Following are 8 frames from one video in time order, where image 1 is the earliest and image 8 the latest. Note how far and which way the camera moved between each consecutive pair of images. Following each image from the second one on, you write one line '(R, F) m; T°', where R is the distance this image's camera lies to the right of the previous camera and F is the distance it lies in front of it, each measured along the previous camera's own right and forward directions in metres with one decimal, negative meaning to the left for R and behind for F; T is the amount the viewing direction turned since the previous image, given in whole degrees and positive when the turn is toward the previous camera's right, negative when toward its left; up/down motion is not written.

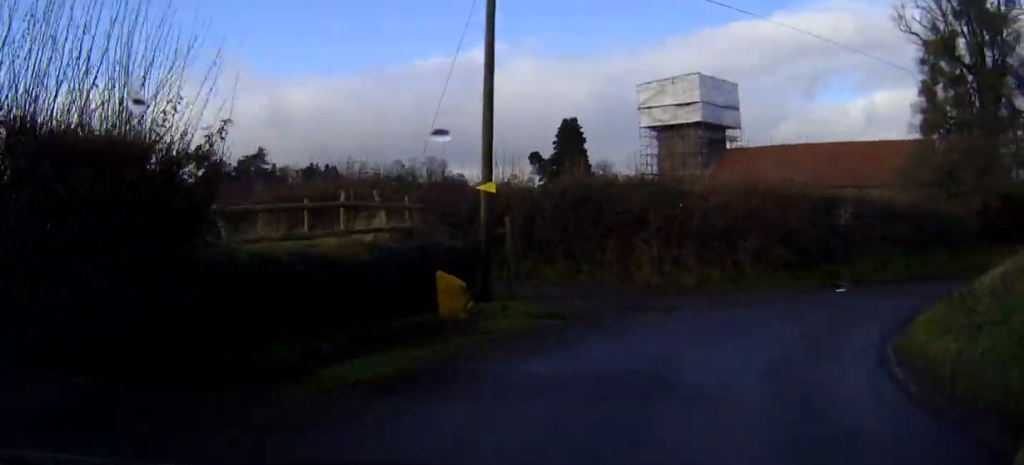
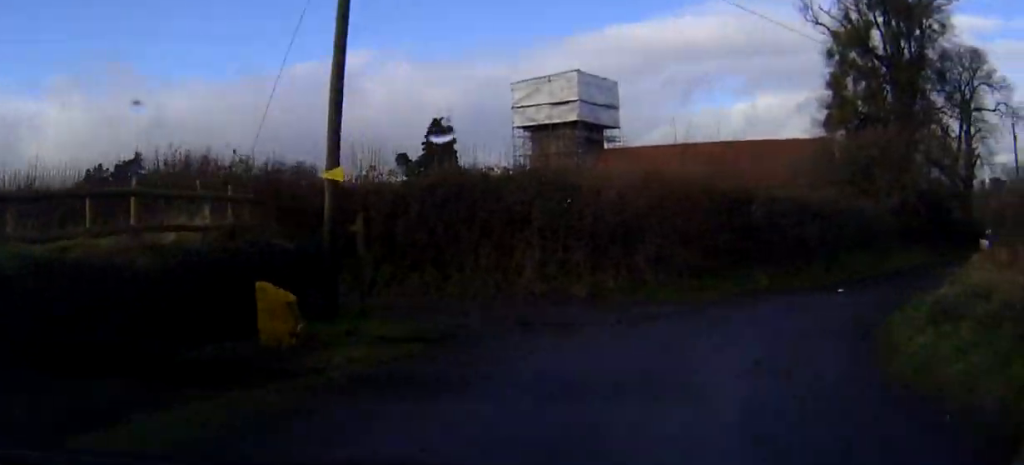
(+0.6, +3.1) m; +9°
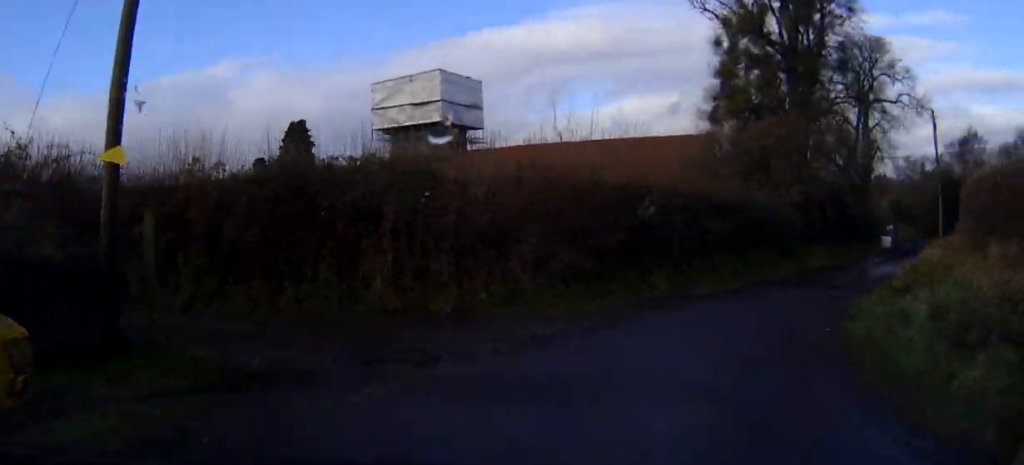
(+0.7, +3.4) m; +9°
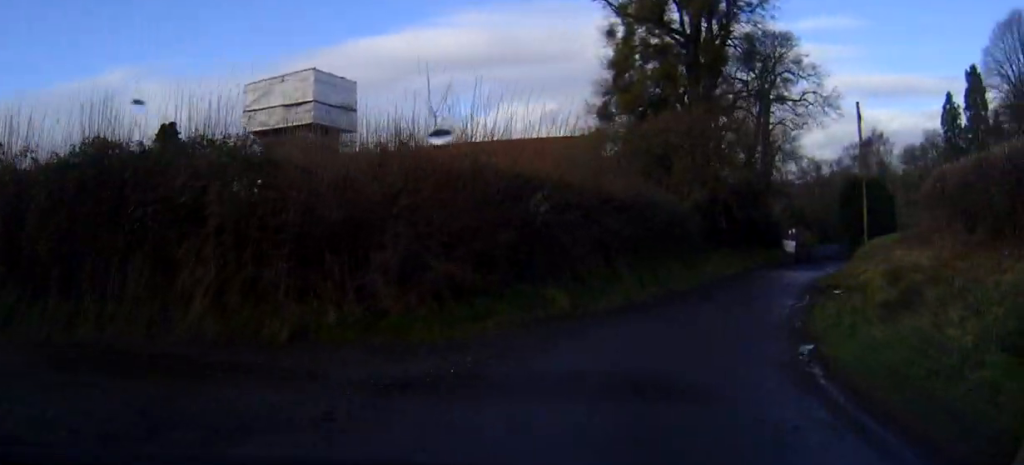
(+0.2, +3.4) m; +3°
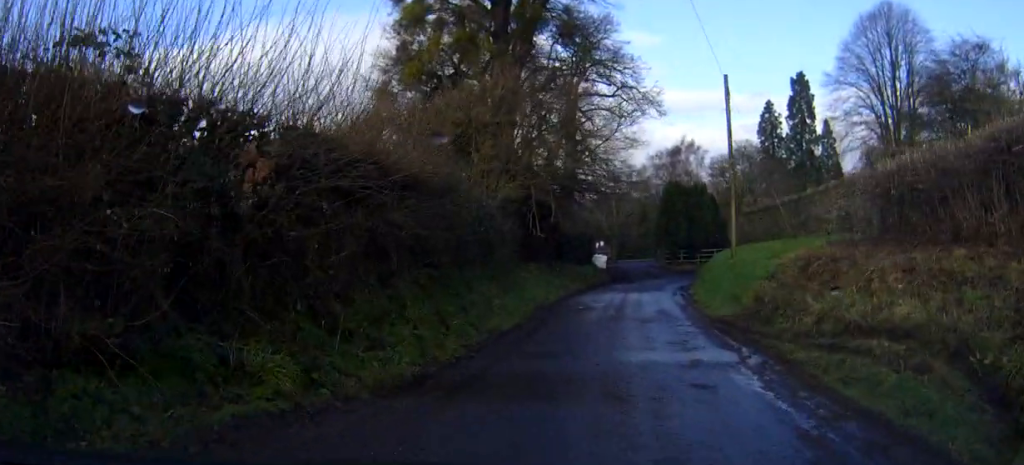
(0.0, +7.4) m; +4°
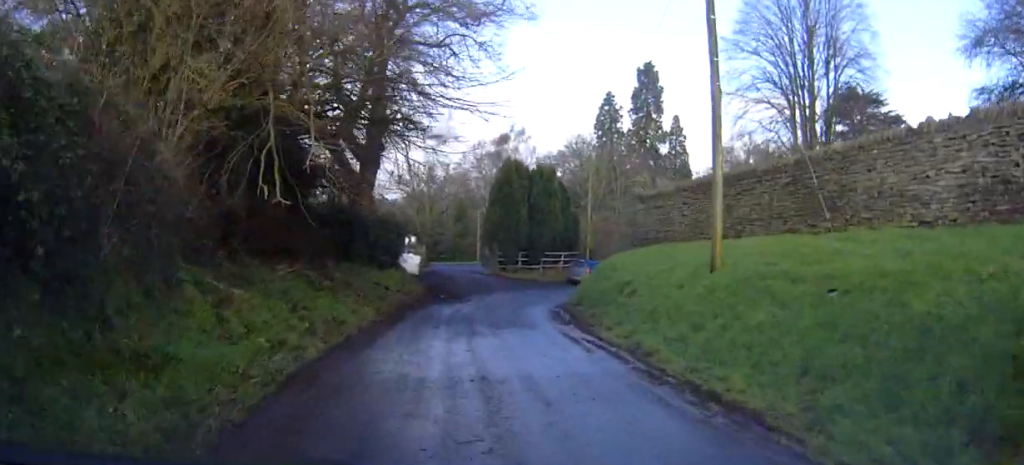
(+2.2, +13.3) m; +17°
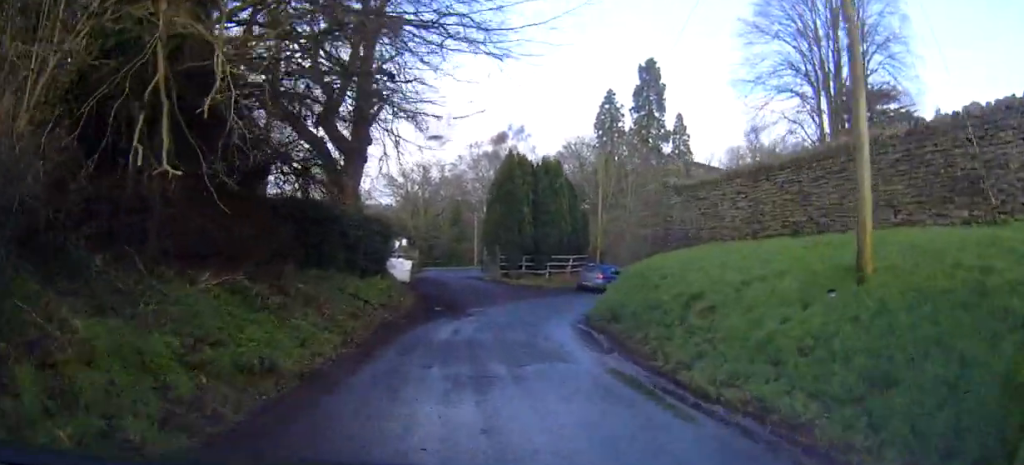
(+0.1, +4.7) m; +1°
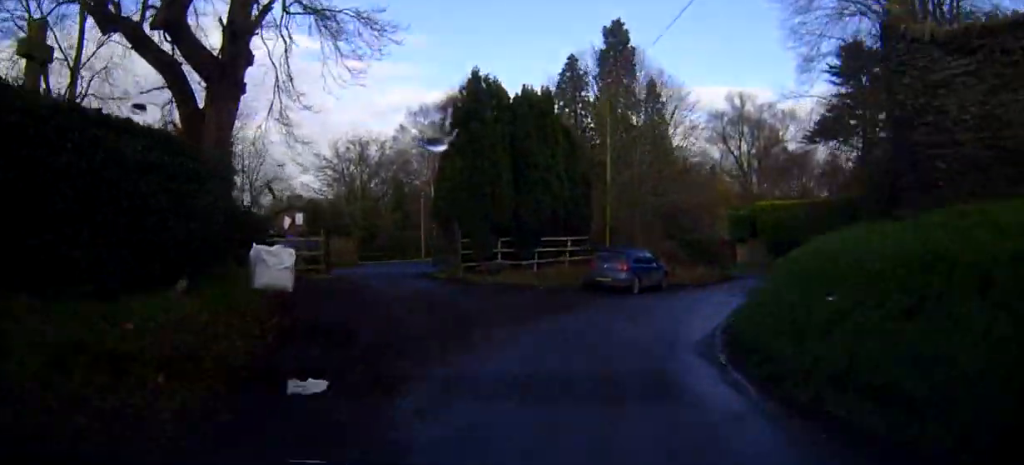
(+0.5, +14.9) m; +2°
